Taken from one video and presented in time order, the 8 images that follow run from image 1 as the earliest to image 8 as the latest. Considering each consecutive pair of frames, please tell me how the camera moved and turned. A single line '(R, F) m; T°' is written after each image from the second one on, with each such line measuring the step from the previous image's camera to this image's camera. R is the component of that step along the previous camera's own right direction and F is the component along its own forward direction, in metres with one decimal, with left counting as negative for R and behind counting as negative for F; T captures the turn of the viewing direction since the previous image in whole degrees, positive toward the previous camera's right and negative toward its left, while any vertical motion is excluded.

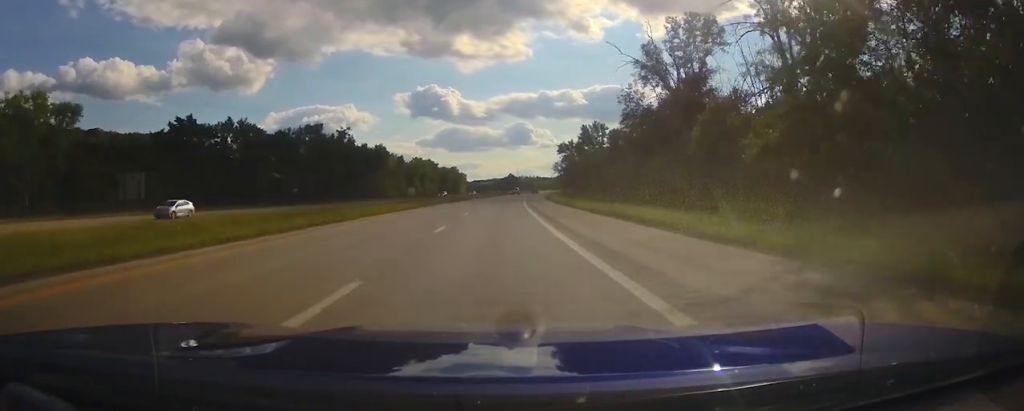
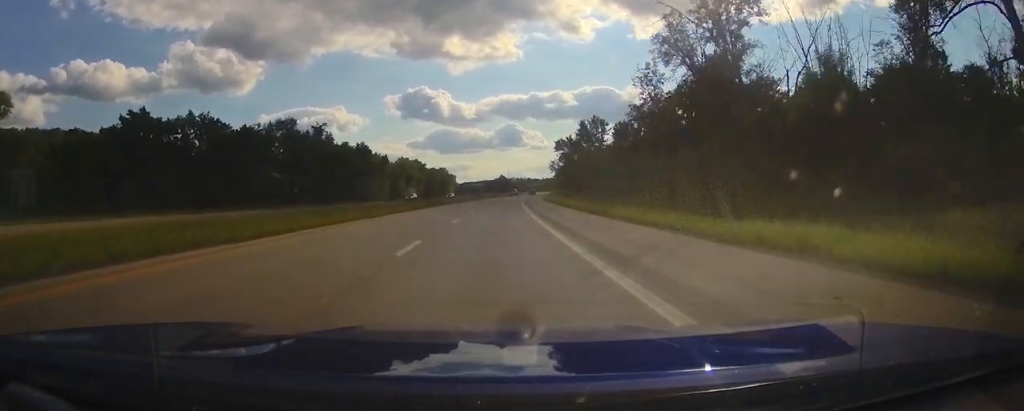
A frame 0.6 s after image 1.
(0.0, +17.8) m; 0°
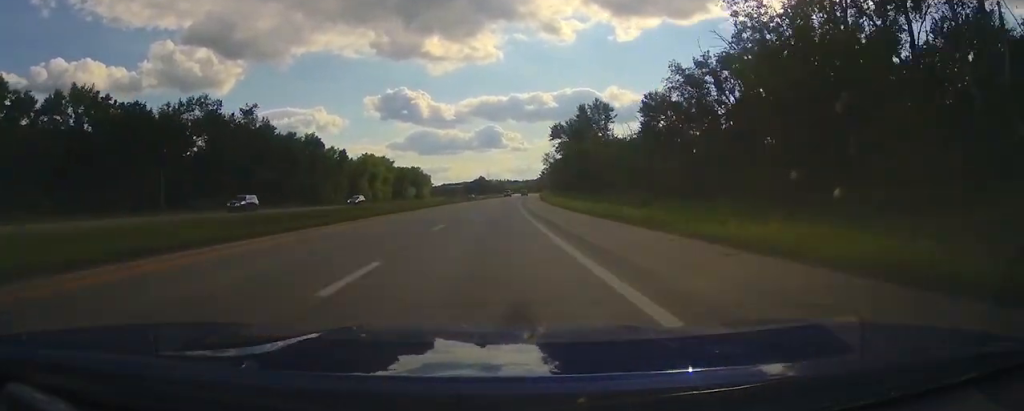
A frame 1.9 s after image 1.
(0.0, +40.9) m; 0°
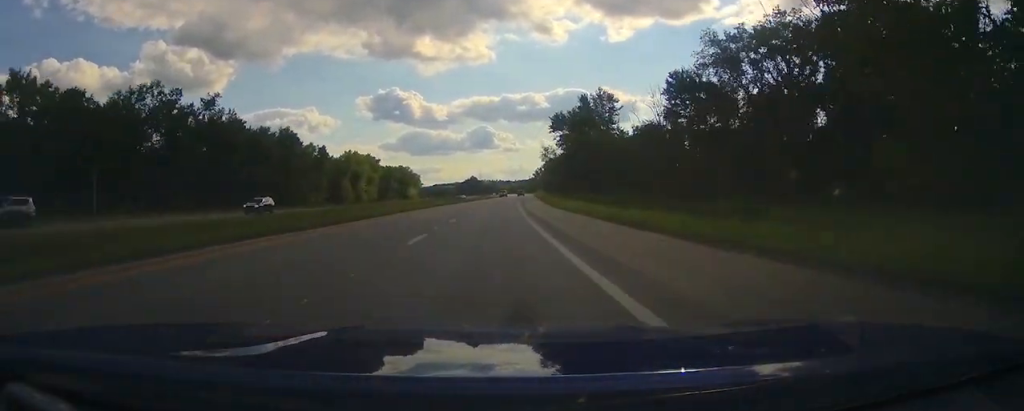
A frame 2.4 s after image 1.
(0.0, +16.9) m; 0°
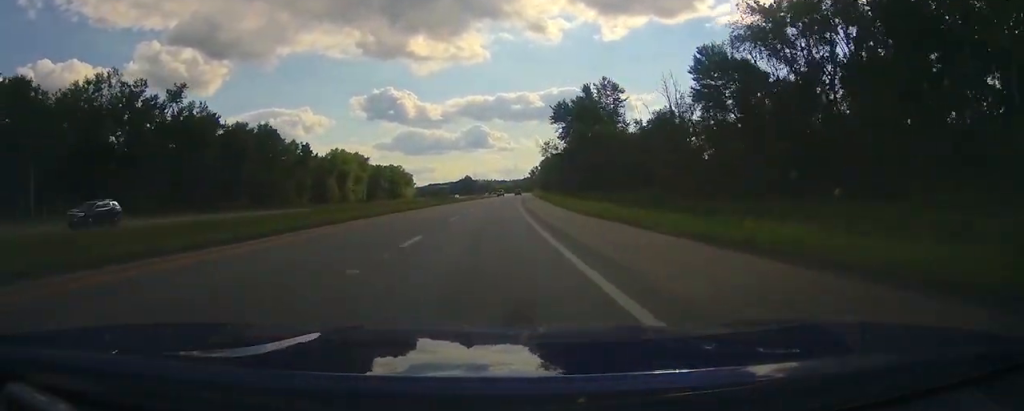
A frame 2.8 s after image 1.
(0.0, +12.7) m; 0°
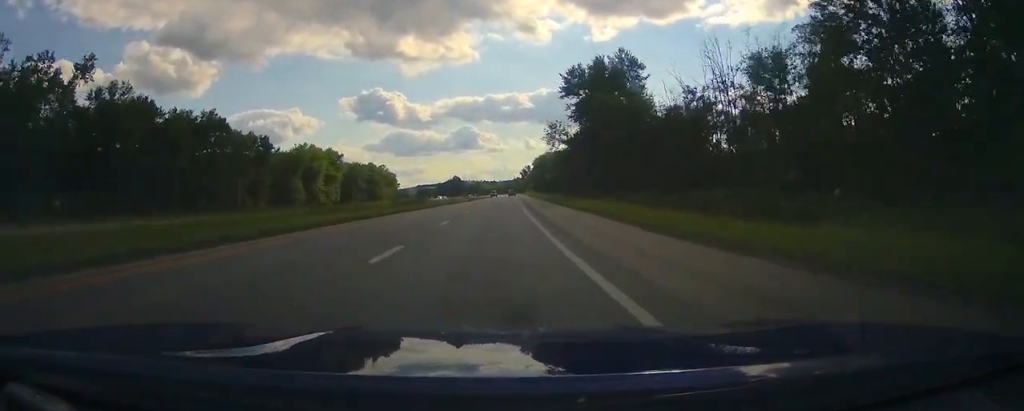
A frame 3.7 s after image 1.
(0.0, +27.8) m; 0°
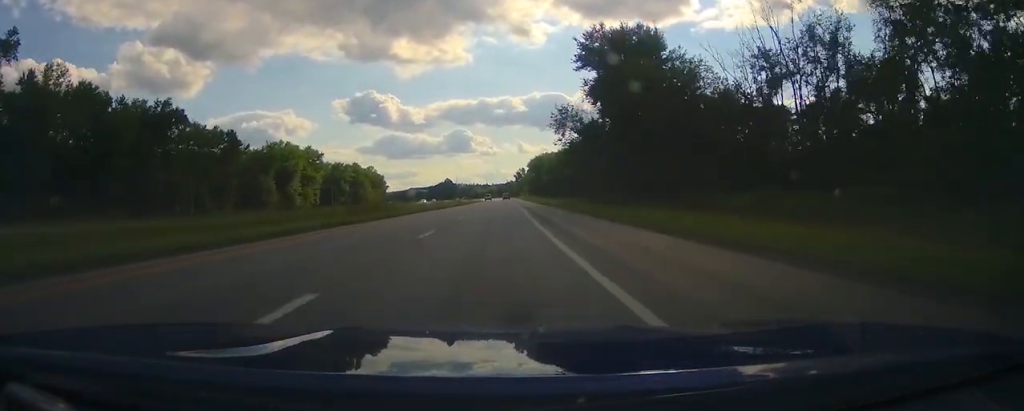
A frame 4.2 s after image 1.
(0.0, +18.3) m; +1°
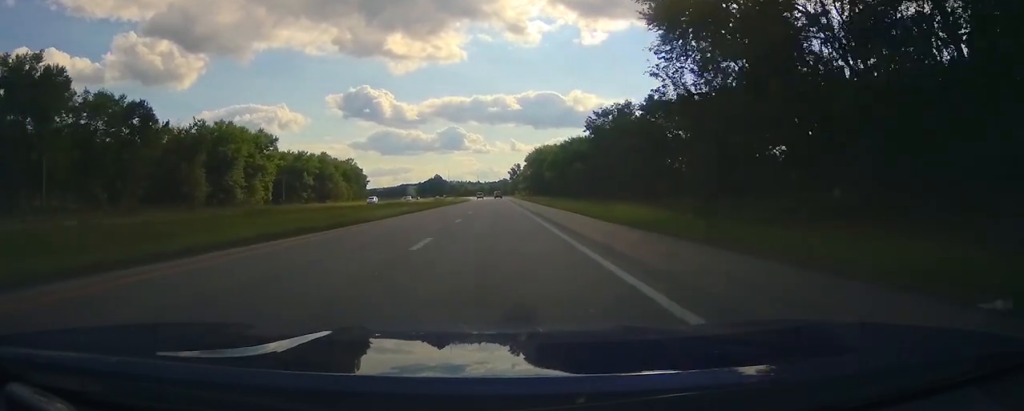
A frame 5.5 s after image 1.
(+0.8, +40.0) m; +3°
